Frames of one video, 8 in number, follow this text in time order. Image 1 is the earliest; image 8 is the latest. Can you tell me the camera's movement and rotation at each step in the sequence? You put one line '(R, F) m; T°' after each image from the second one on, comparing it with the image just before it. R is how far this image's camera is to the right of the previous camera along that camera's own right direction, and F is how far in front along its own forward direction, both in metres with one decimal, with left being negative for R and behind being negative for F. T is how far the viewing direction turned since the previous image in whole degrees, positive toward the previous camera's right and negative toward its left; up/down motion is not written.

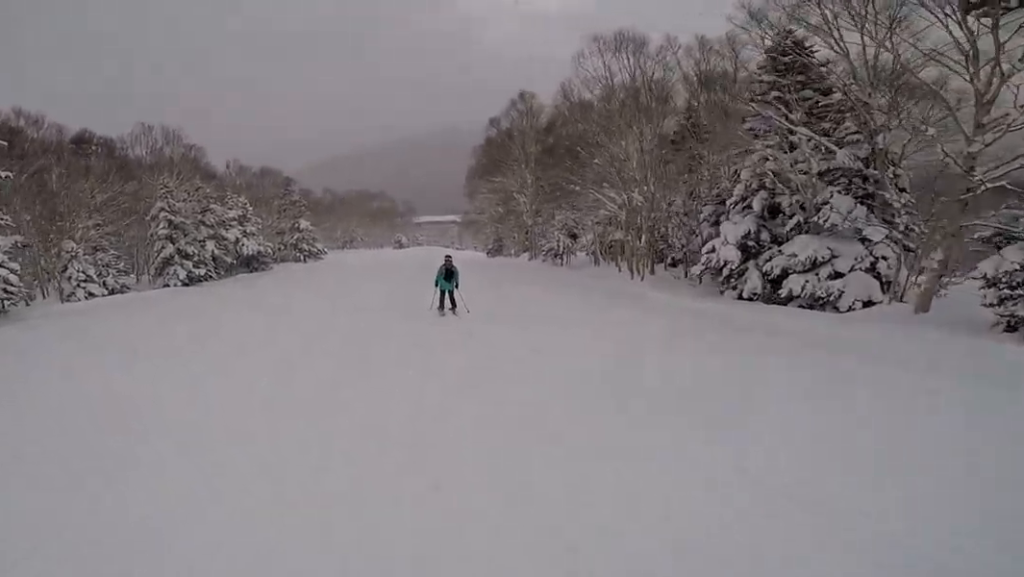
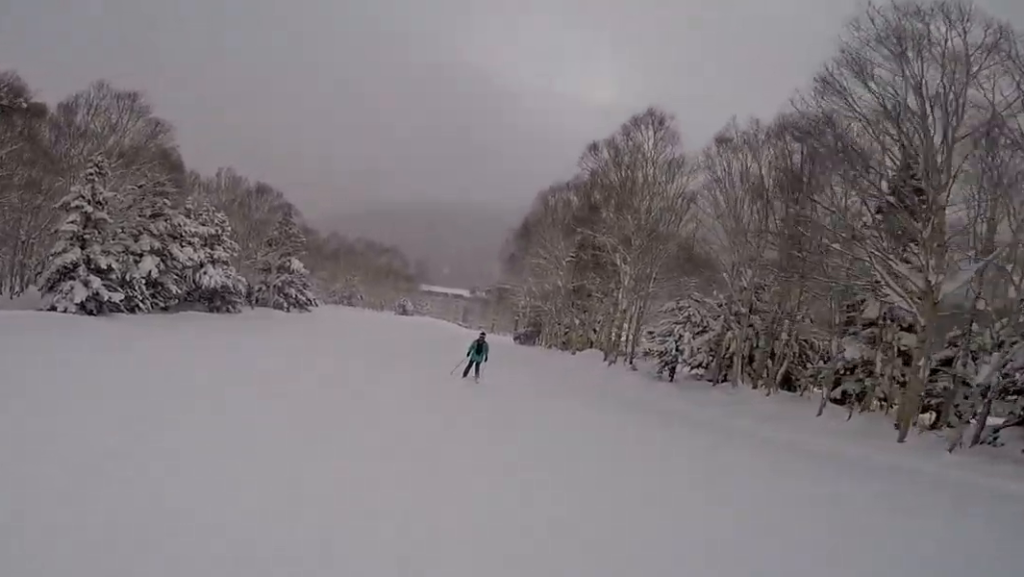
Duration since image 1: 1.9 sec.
(-0.3, +14.5) m; +11°
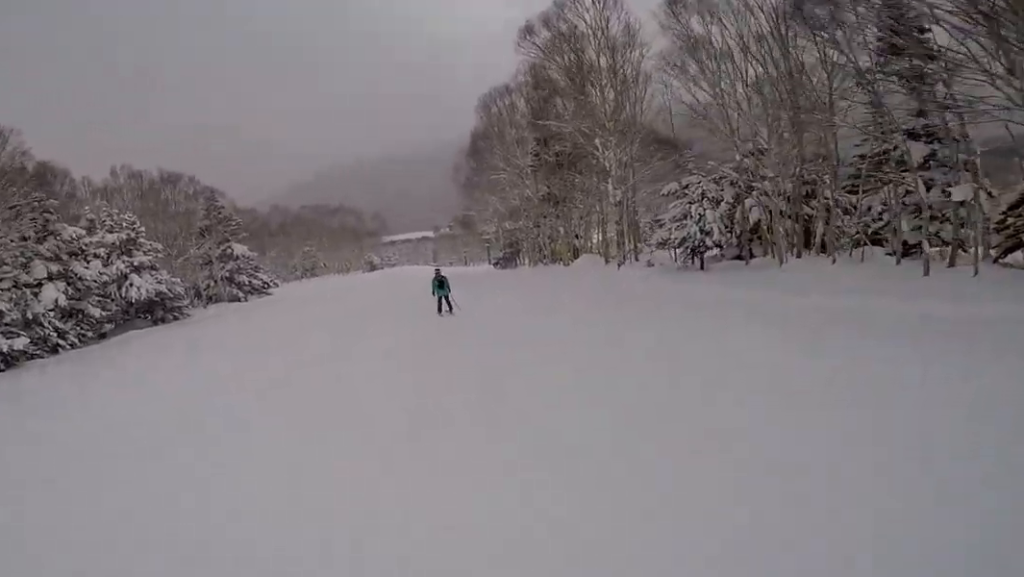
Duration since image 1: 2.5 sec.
(+1.1, +4.6) m; 0°
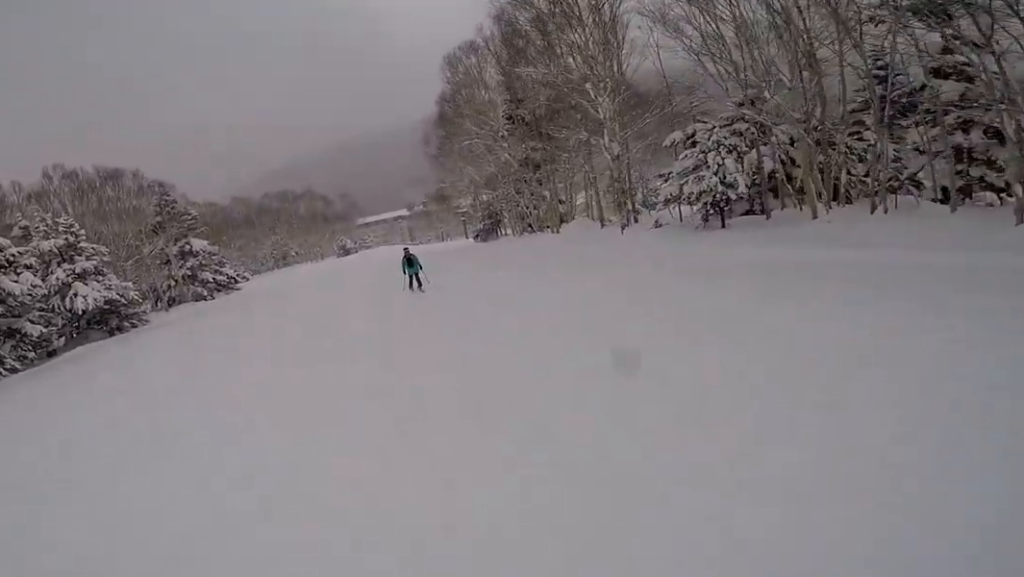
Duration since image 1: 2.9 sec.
(+0.4, +3.1) m; 0°
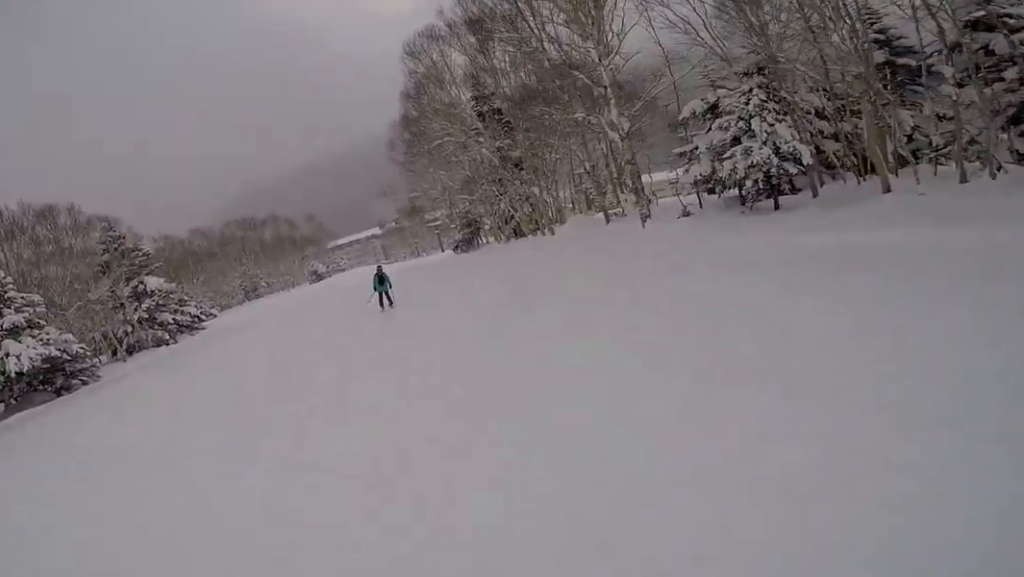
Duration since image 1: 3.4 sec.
(-1.0, +4.0) m; 0°
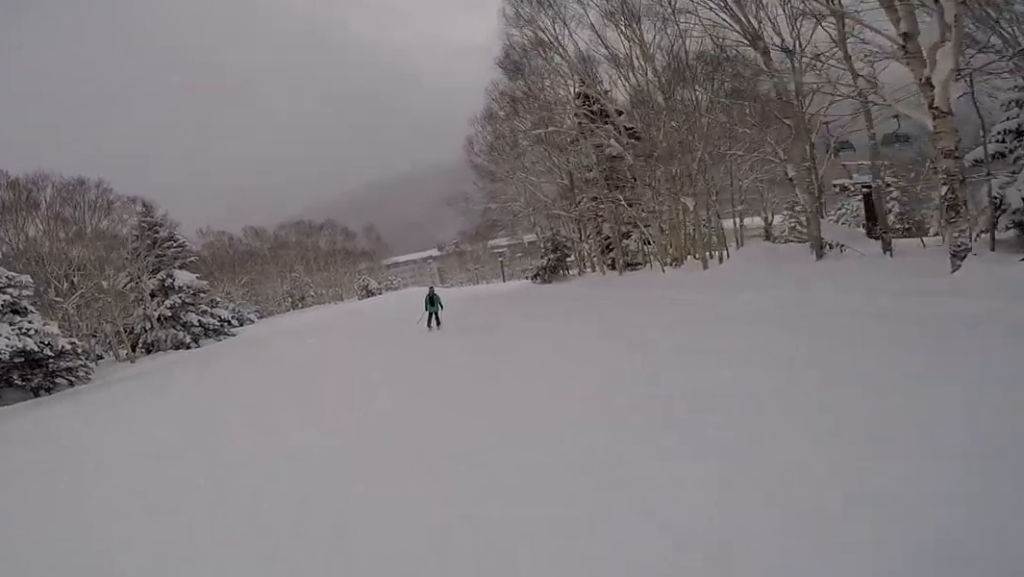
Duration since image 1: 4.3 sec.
(+0.3, +7.1) m; 0°
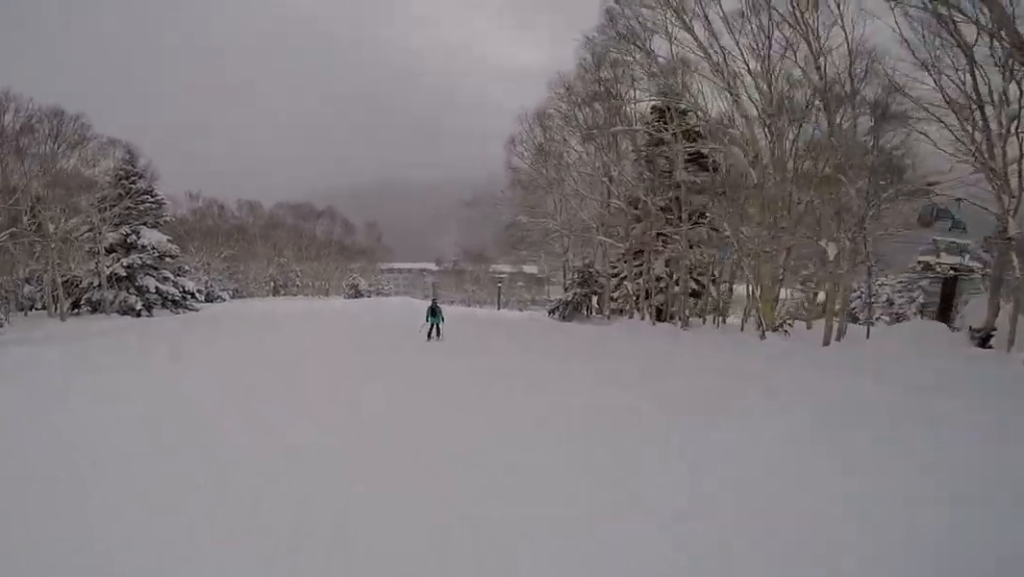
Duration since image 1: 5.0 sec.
(+0.5, +5.0) m; -3°
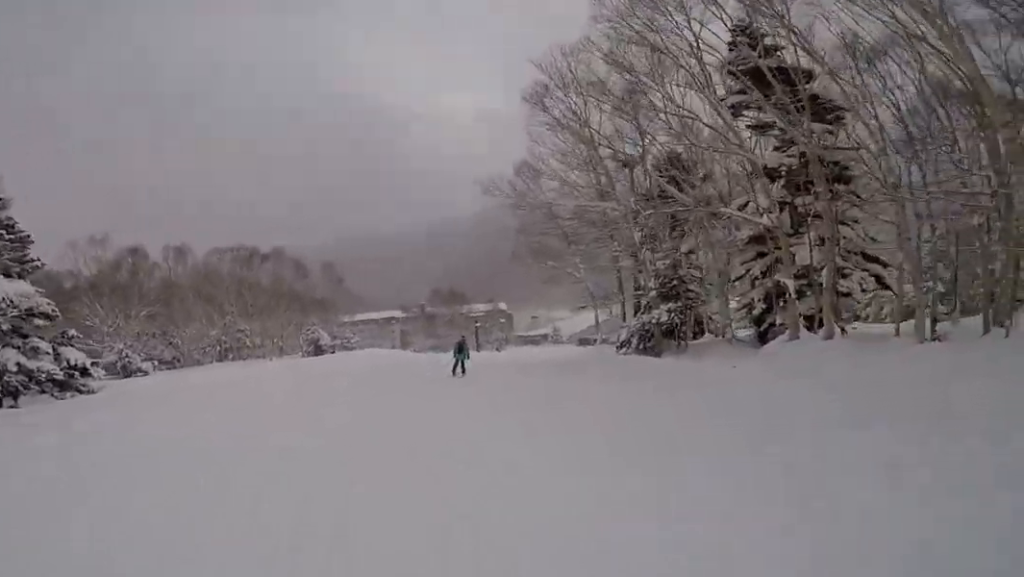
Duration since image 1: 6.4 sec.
(-2.2, +10.9) m; -3°
